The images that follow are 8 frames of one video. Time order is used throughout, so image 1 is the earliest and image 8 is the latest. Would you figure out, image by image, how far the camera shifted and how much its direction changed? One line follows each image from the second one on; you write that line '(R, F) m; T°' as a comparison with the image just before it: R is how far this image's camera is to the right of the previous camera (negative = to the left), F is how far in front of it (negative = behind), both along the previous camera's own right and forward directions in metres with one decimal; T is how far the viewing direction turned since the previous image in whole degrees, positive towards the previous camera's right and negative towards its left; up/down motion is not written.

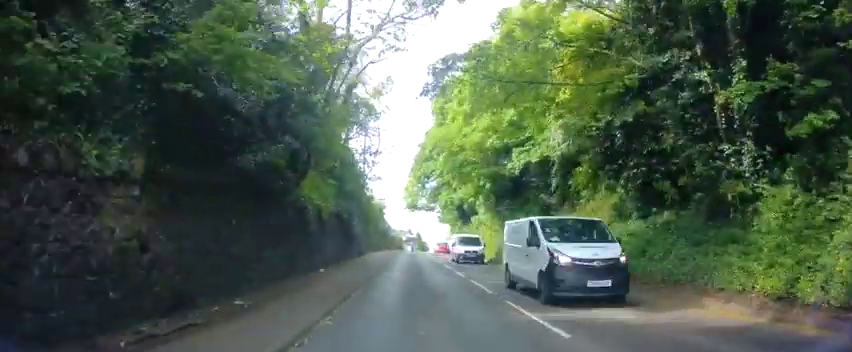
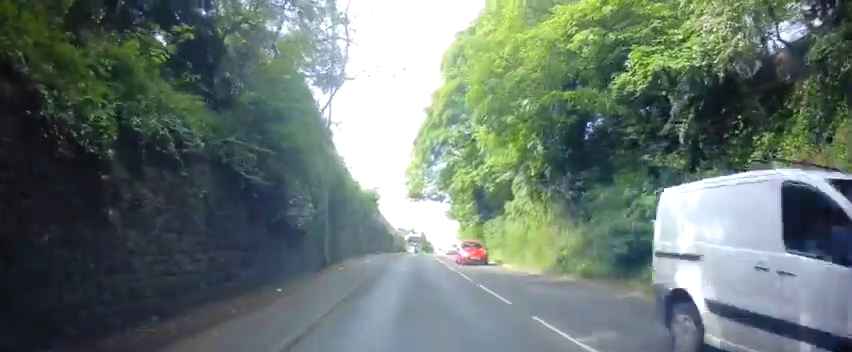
(+0.1, +13.7) m; +1°
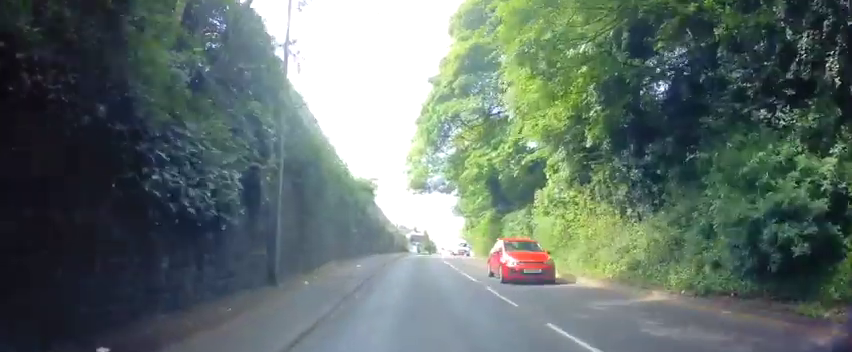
(0.0, +6.5) m; 0°
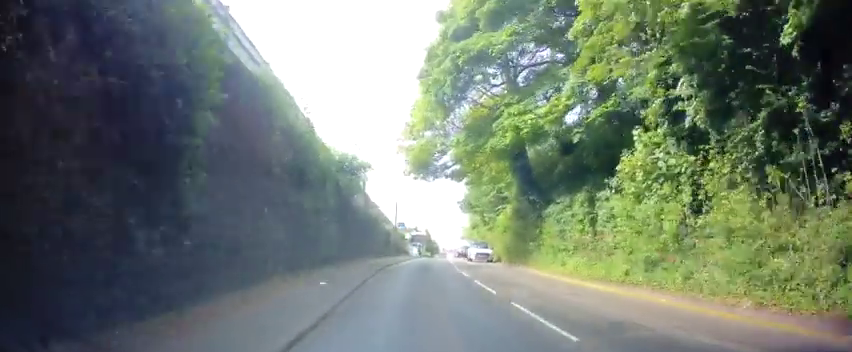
(0.0, +9.0) m; 0°
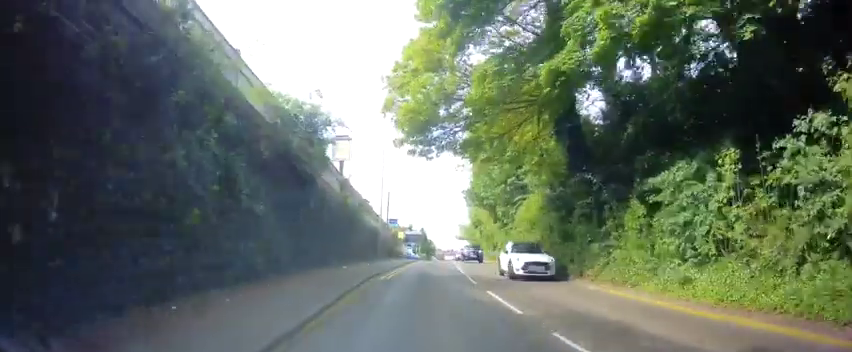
(0.0, +9.1) m; +2°
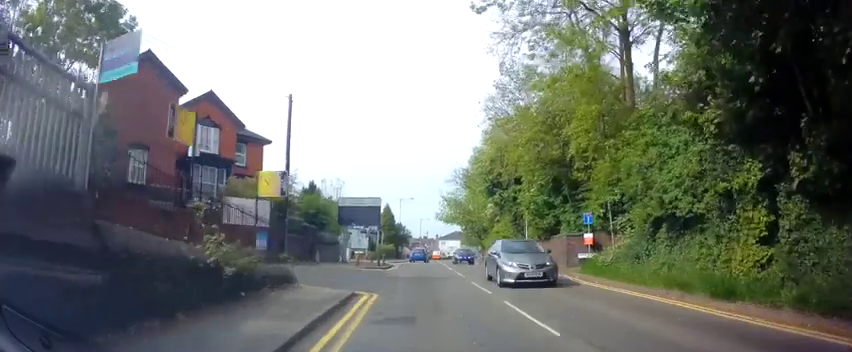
(+1.5, +36.8) m; +3°
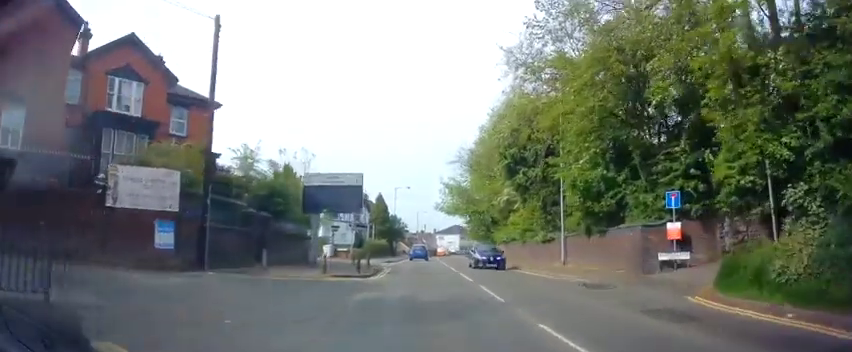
(0.0, +9.0) m; 0°
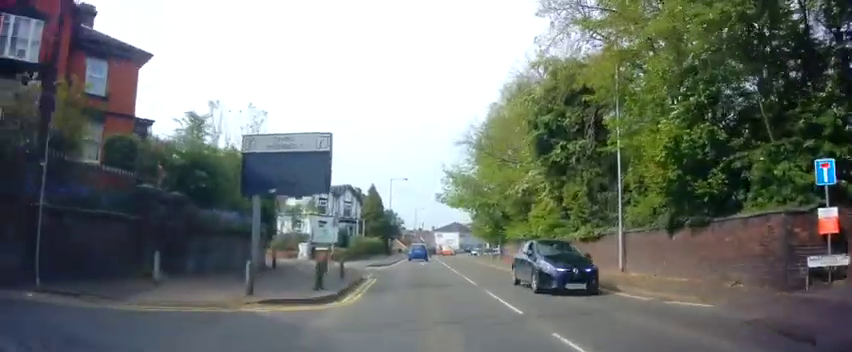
(0.0, +7.6) m; 0°
